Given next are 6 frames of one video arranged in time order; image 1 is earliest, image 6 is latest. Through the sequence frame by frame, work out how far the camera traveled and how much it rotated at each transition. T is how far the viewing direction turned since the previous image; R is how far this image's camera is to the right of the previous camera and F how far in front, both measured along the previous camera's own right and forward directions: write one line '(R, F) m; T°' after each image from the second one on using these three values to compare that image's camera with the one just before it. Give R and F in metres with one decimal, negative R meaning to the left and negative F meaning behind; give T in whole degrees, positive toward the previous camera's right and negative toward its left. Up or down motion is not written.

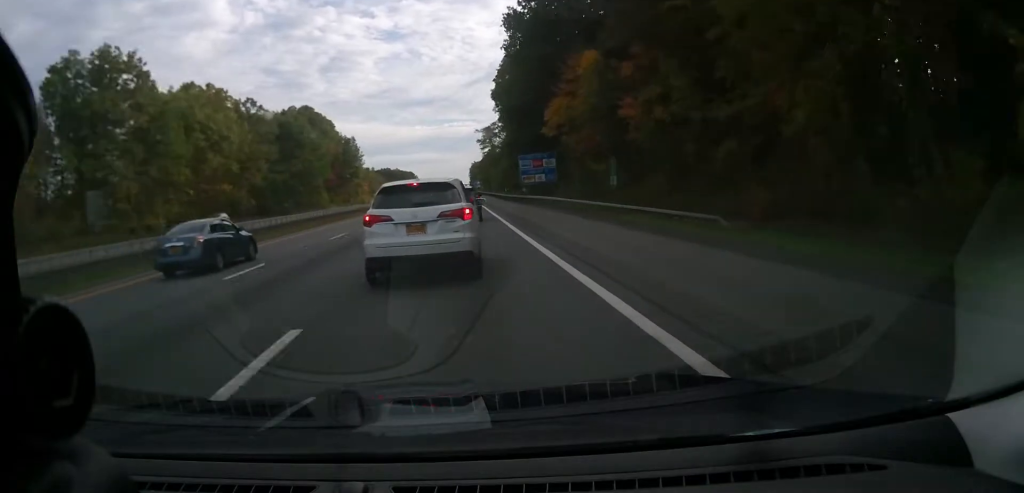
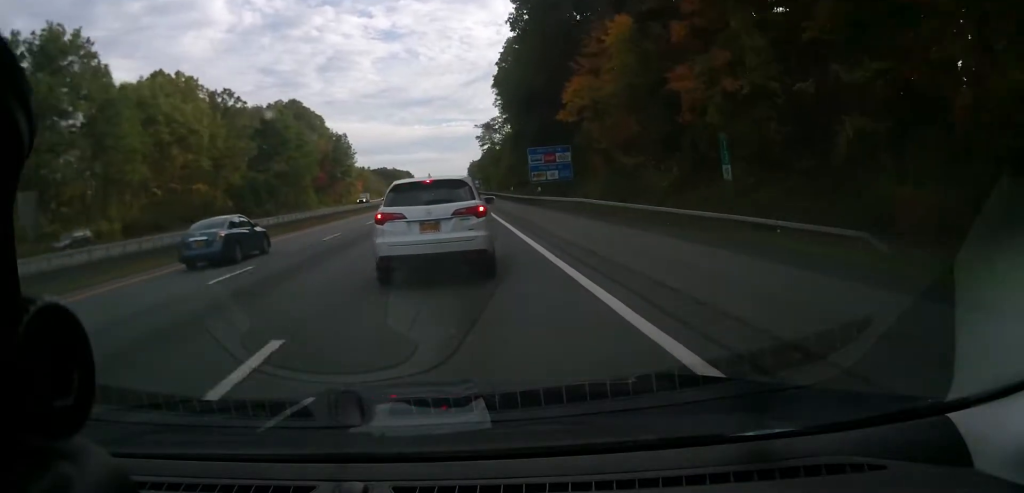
(0.0, +13.0) m; 0°
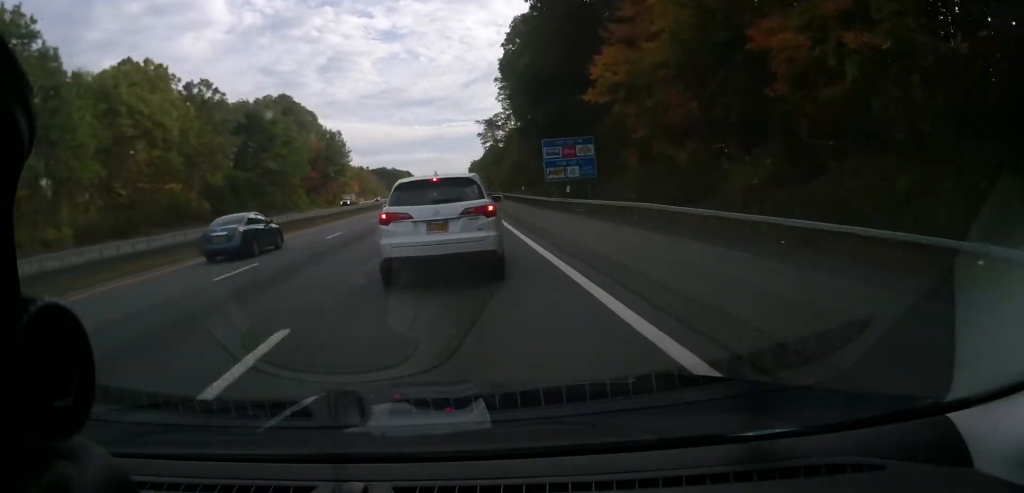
(0.0, +11.9) m; 0°
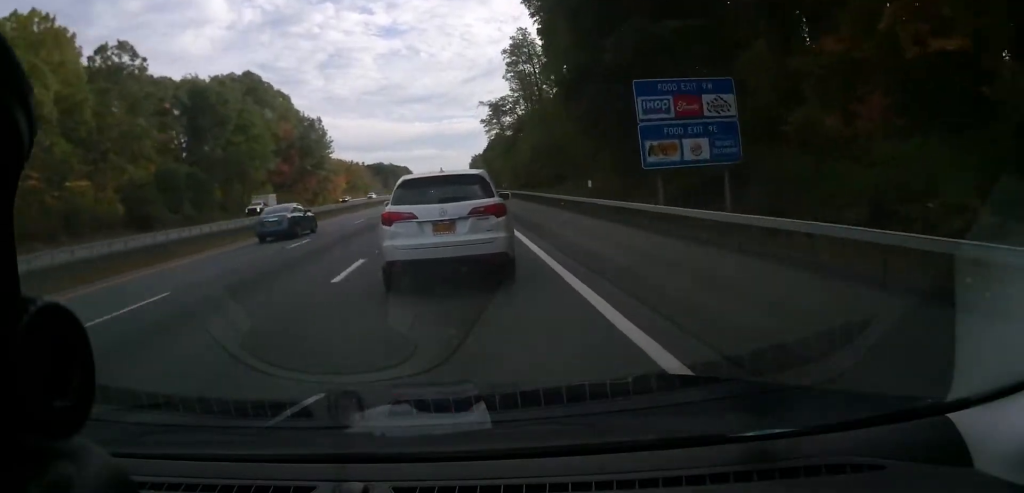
(+0.2, +31.3) m; 0°
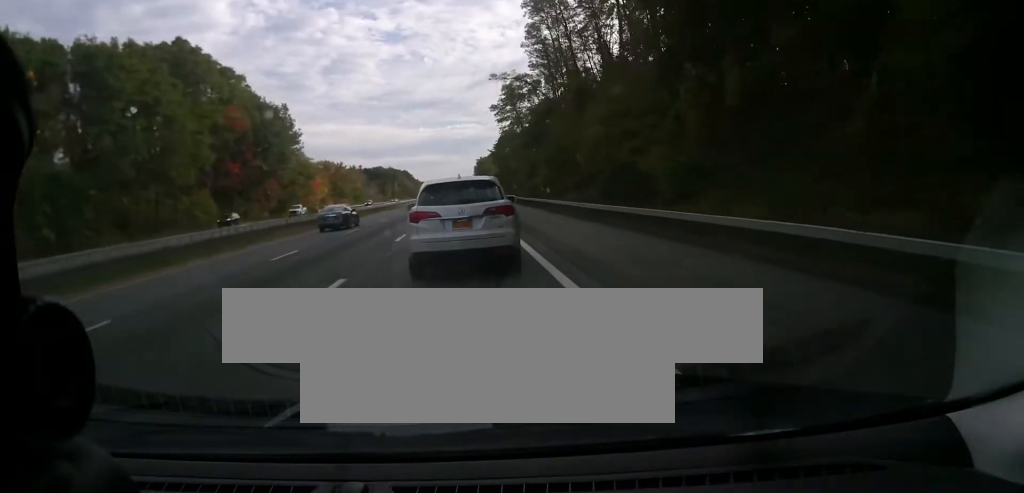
(-0.2, +40.9) m; -1°
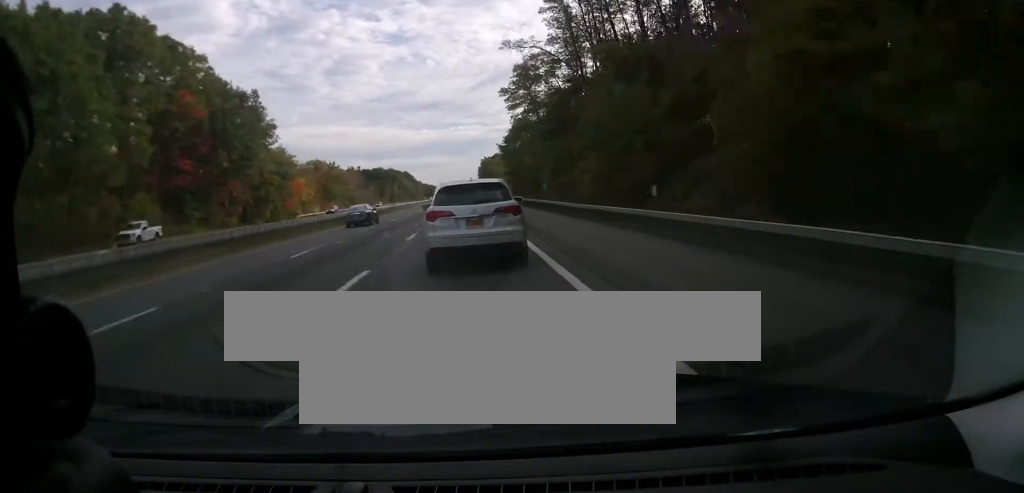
(-0.1, +22.9) m; 0°
